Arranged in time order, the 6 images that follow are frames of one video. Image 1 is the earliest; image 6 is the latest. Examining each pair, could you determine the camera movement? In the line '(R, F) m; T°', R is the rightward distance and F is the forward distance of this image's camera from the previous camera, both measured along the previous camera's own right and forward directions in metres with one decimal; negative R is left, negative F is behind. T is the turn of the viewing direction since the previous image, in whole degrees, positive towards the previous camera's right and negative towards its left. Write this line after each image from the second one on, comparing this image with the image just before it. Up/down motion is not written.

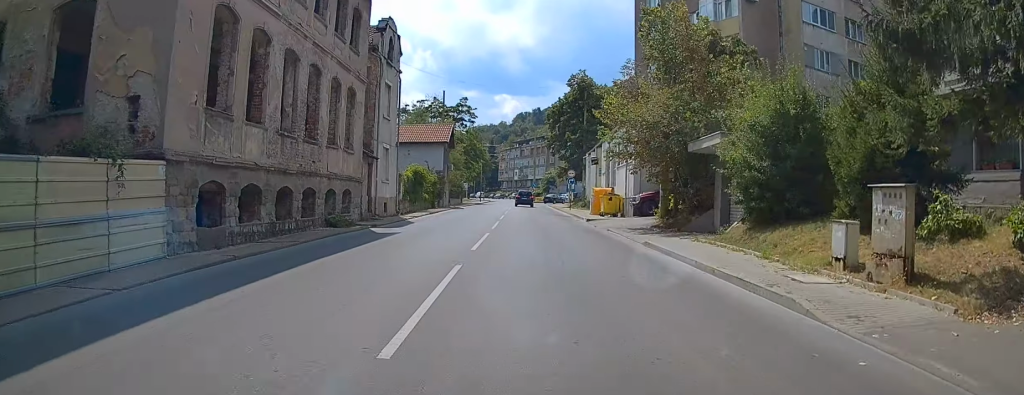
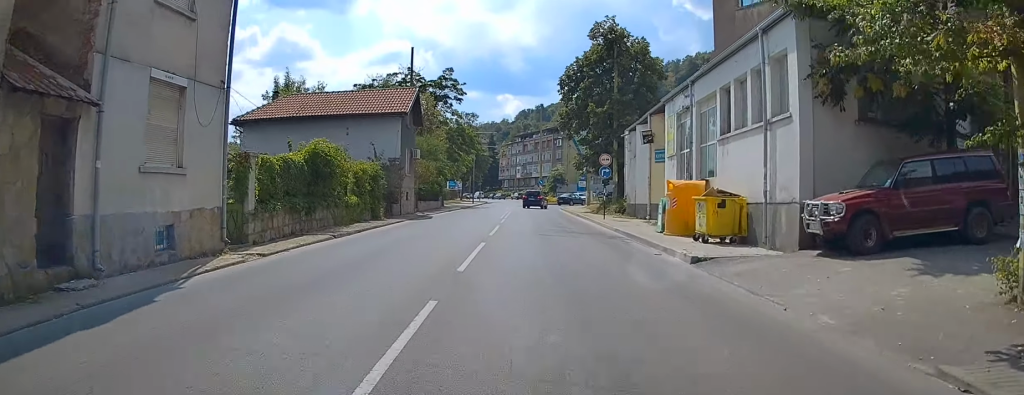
(-0.5, +21.8) m; 0°
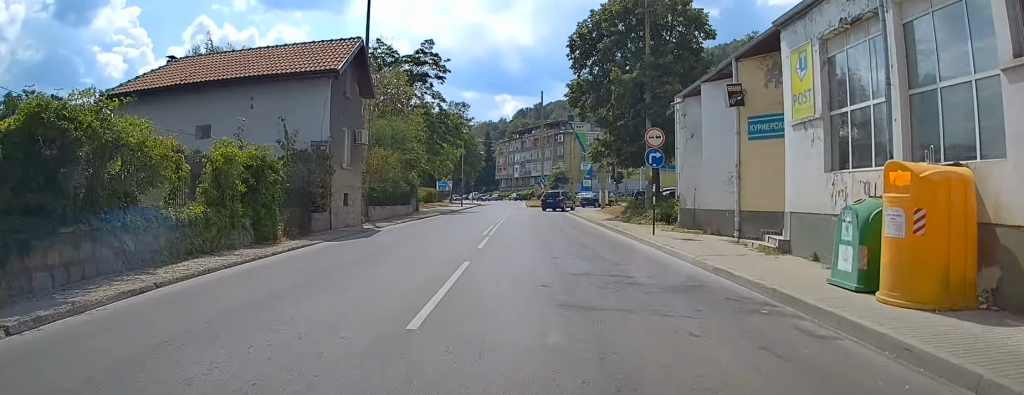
(+0.3, +13.6) m; +1°
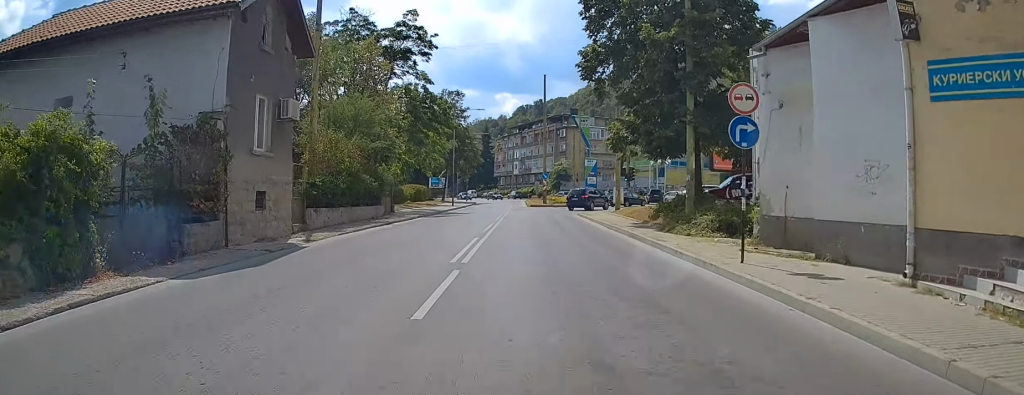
(0.0, +8.5) m; +1°
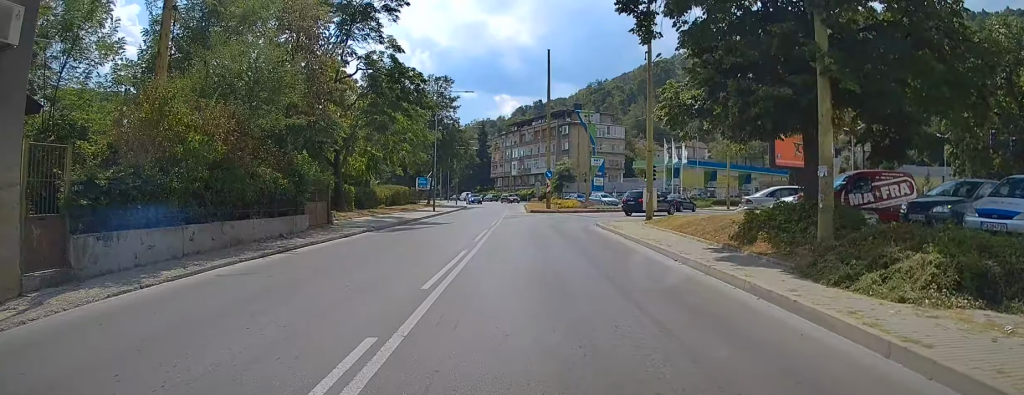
(+0.1, +11.2) m; 0°
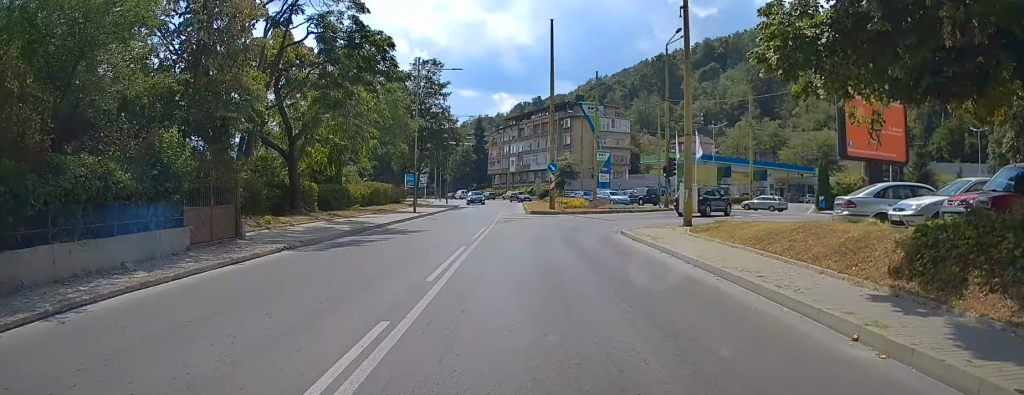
(0.0, +7.7) m; -1°
